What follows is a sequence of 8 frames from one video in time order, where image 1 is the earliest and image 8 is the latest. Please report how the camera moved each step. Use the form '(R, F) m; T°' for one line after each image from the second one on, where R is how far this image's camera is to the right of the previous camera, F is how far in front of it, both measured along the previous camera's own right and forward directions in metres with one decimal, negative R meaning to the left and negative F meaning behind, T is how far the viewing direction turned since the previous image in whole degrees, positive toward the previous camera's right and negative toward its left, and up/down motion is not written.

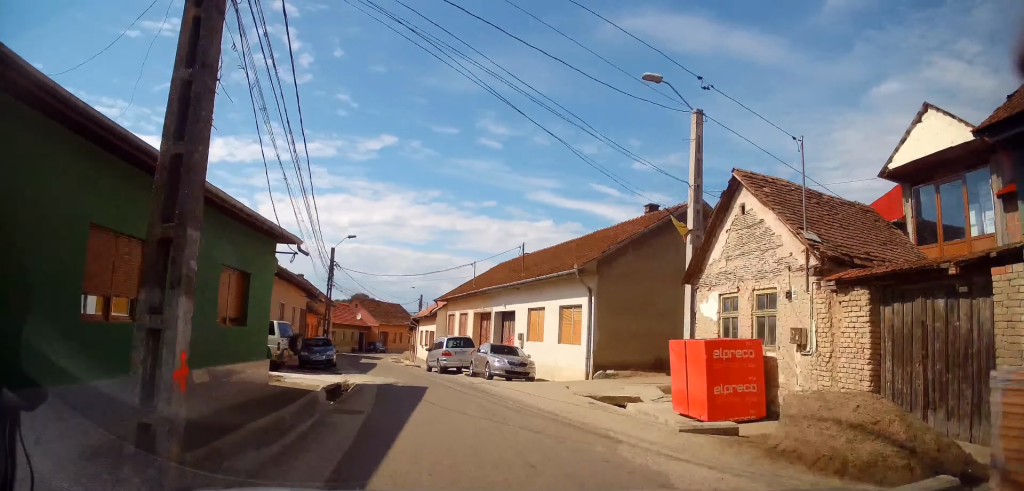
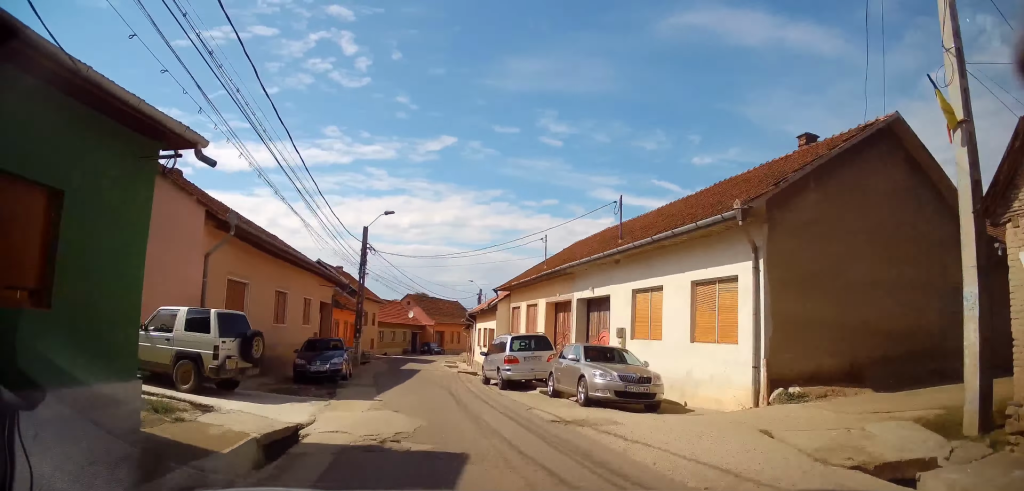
(-0.5, +8.1) m; -6°
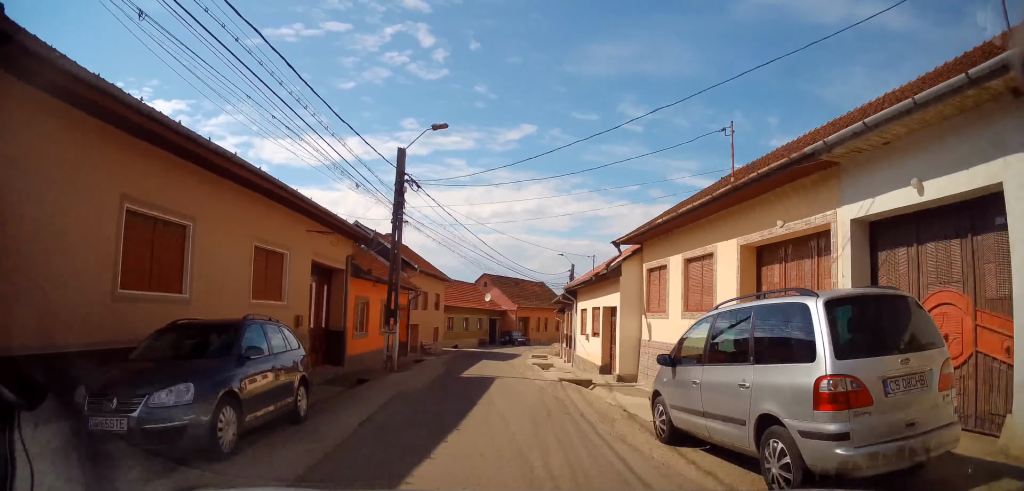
(-1.0, +12.9) m; -8°
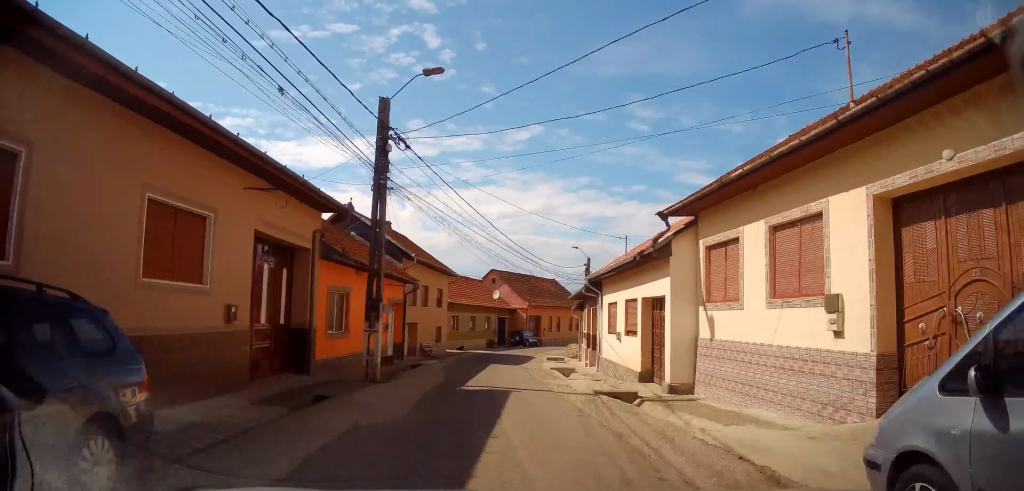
(-0.1, +4.4) m; -2°
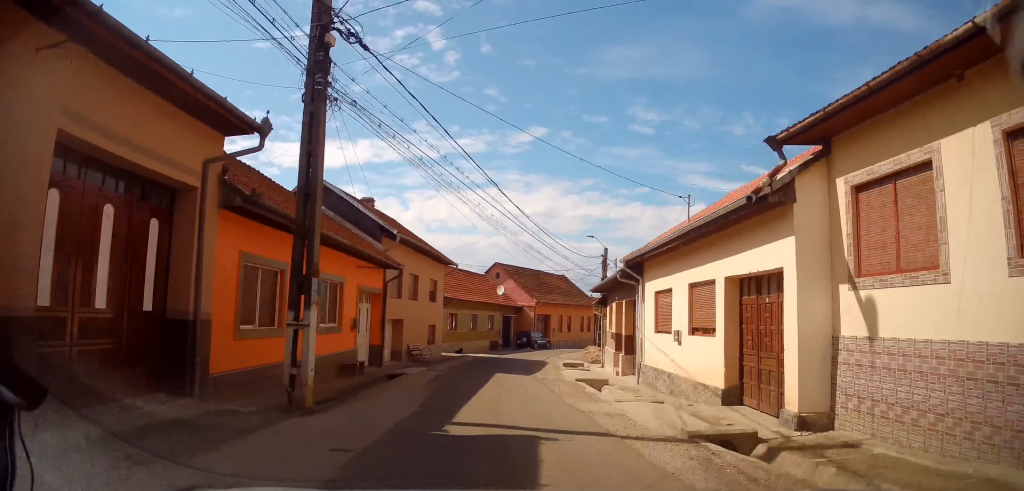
(0.0, +5.9) m; -1°
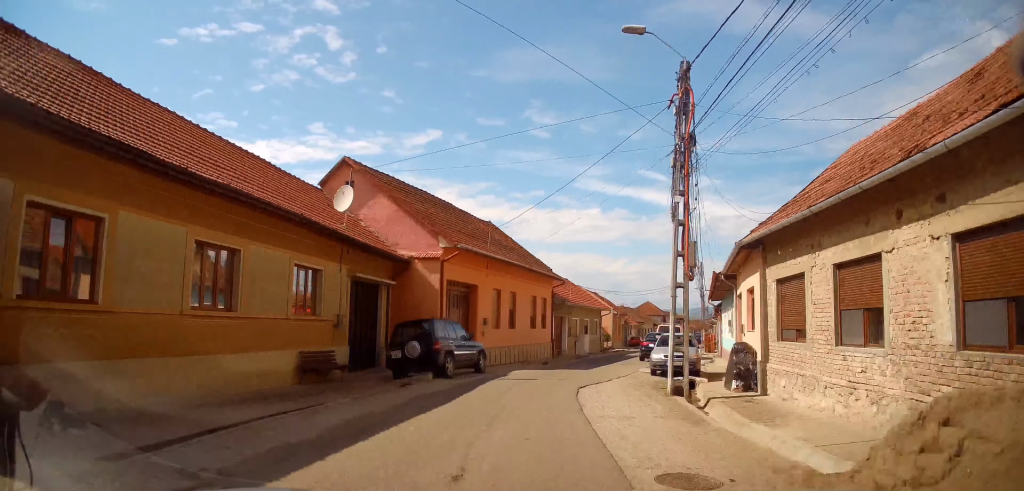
(+1.3, +30.4) m; +12°
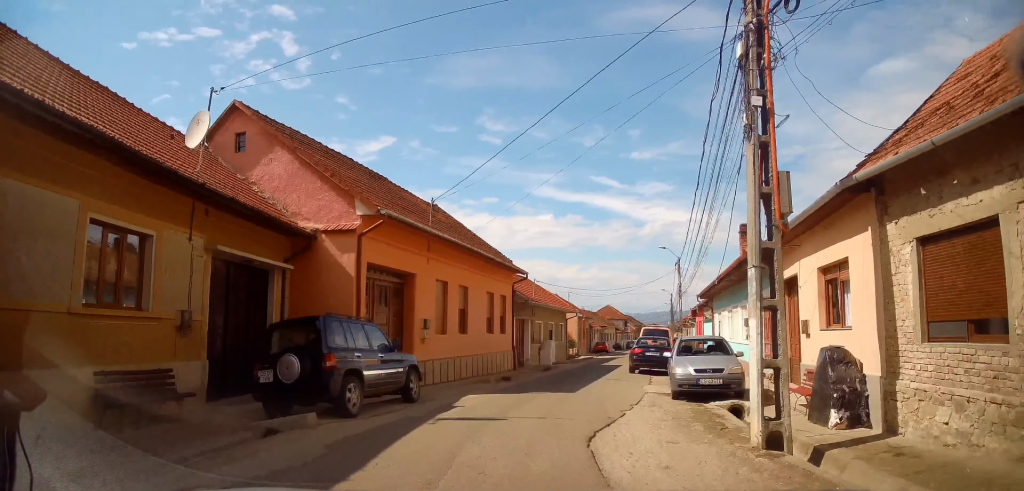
(+0.2, +6.1) m; +4°
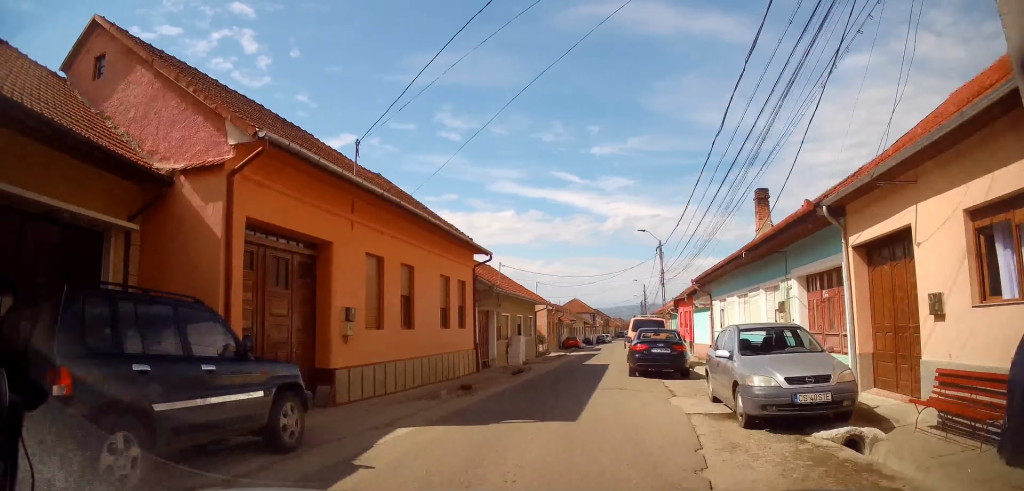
(+0.2, +5.4) m; +3°
